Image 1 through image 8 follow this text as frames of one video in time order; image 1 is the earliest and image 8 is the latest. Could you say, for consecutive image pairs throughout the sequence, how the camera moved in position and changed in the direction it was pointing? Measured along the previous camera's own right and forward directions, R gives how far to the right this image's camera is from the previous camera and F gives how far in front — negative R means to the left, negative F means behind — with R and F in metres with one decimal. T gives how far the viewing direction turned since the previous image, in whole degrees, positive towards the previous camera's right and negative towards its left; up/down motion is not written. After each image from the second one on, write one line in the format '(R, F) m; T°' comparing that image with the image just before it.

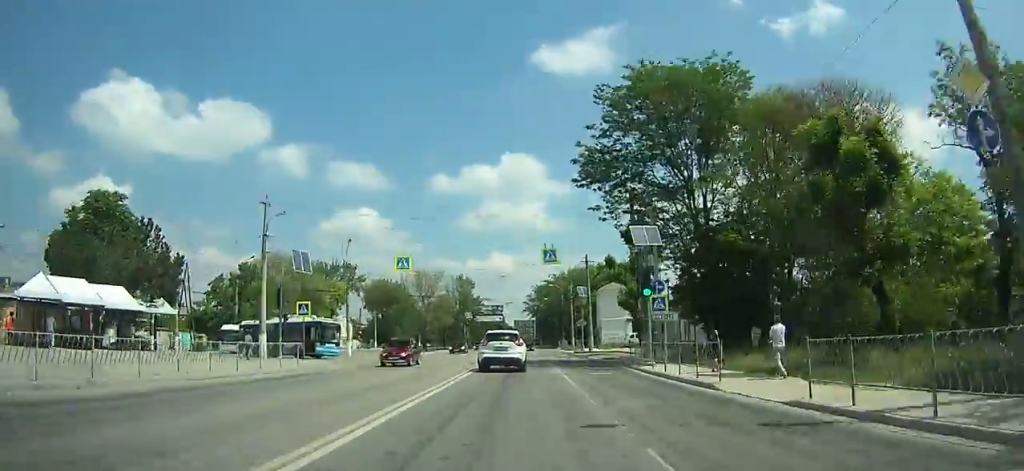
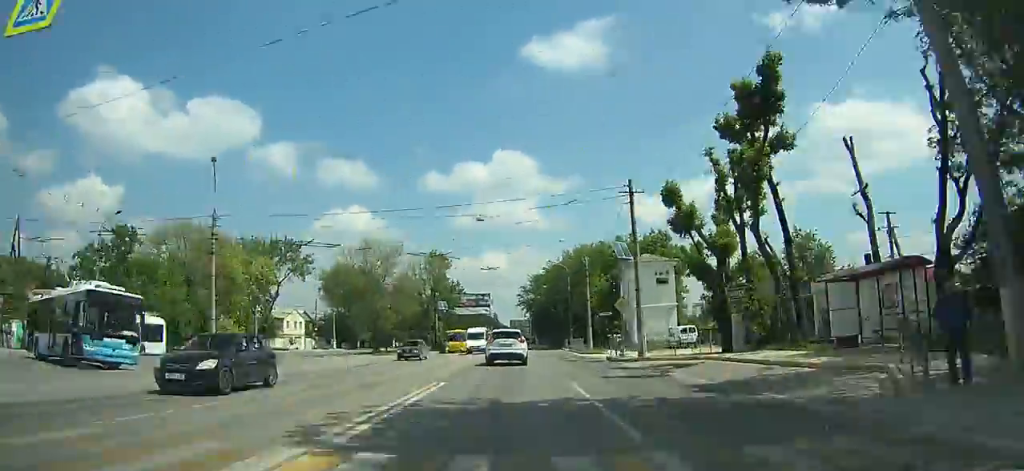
(+0.2, +25.4) m; 0°
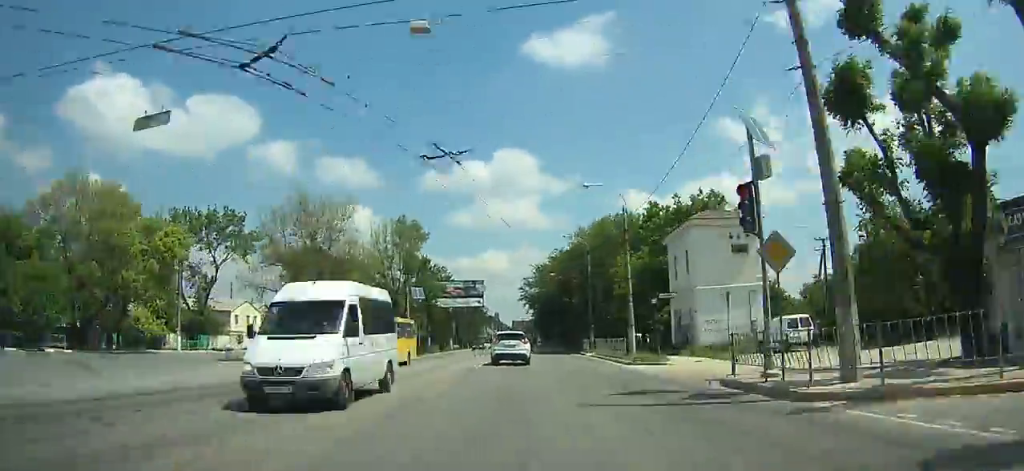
(-0.1, +19.9) m; 0°
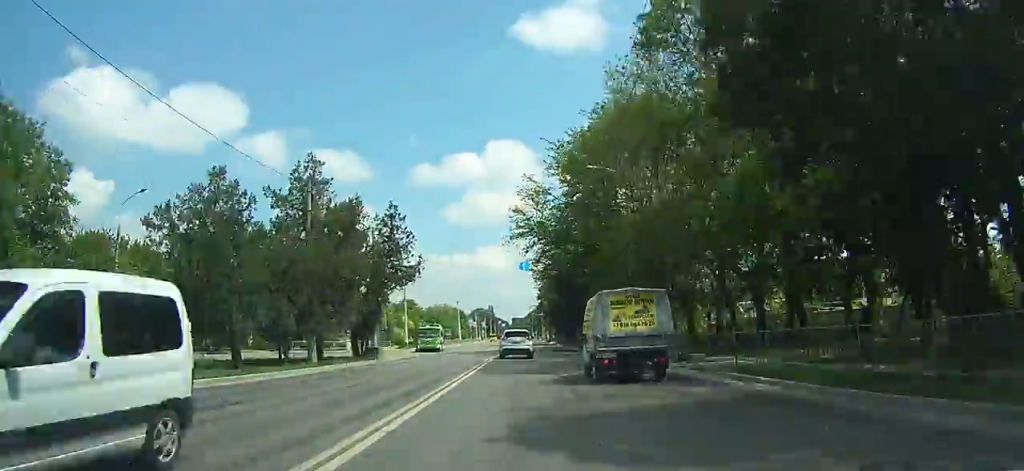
(0.0, +79.6) m; 0°
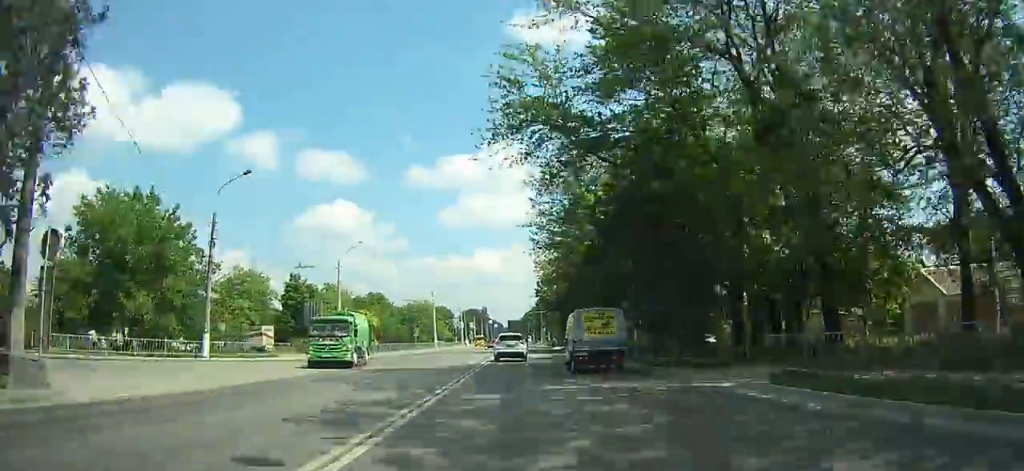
(+0.1, +30.1) m; 0°
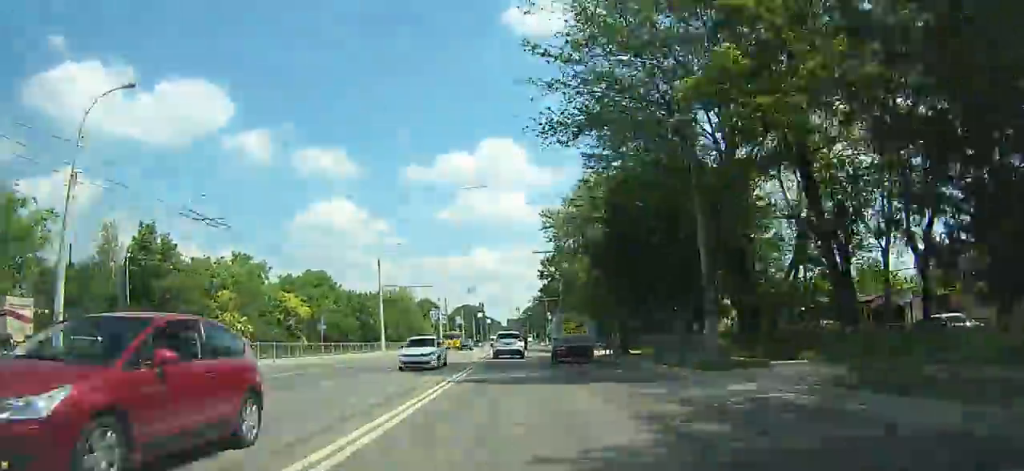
(0.0, +36.6) m; 0°
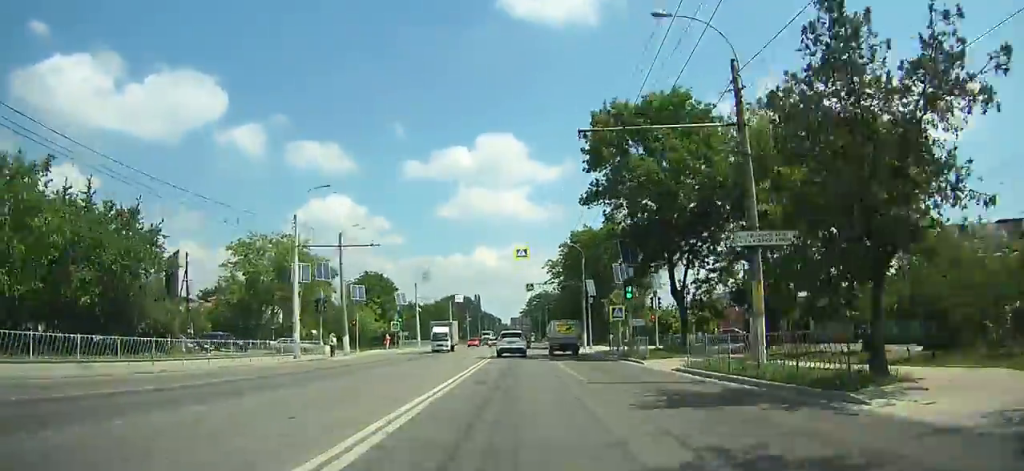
(+0.8, +69.7) m; +1°
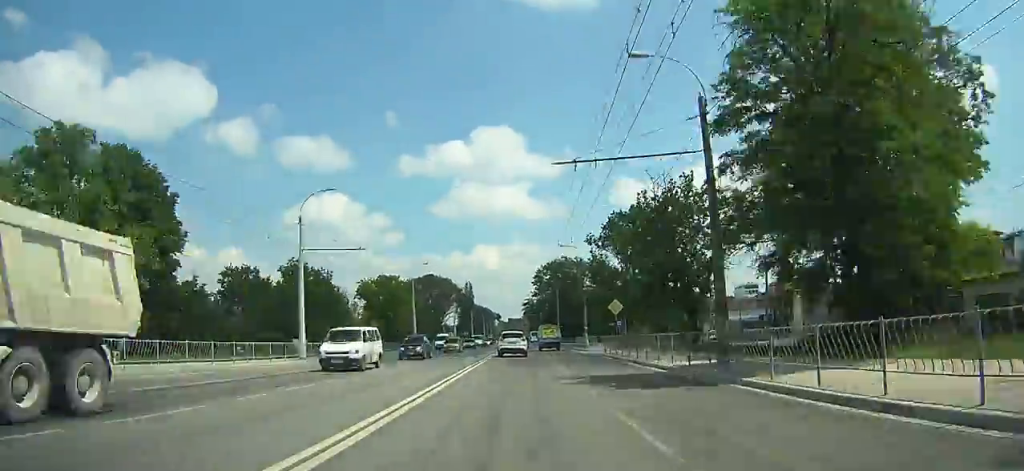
(-0.9, +80.5) m; -2°
